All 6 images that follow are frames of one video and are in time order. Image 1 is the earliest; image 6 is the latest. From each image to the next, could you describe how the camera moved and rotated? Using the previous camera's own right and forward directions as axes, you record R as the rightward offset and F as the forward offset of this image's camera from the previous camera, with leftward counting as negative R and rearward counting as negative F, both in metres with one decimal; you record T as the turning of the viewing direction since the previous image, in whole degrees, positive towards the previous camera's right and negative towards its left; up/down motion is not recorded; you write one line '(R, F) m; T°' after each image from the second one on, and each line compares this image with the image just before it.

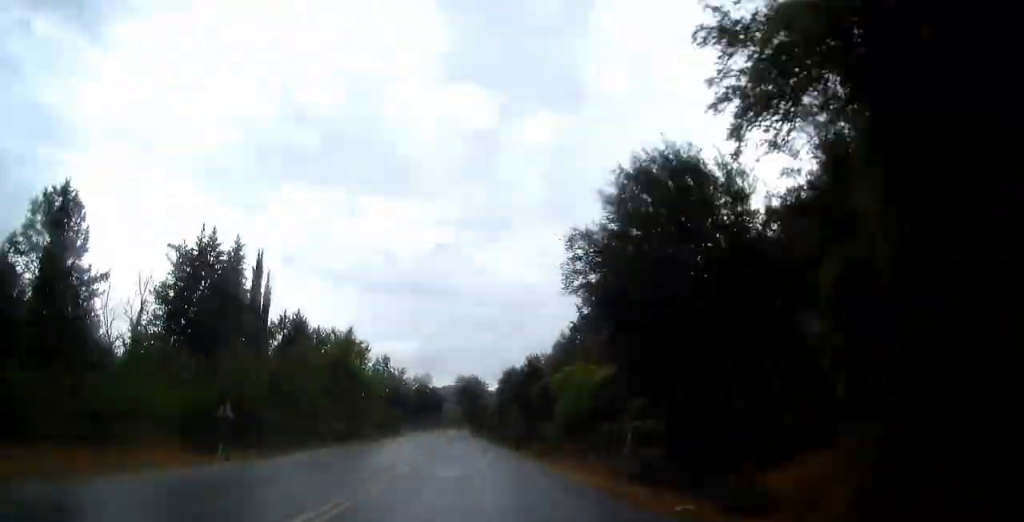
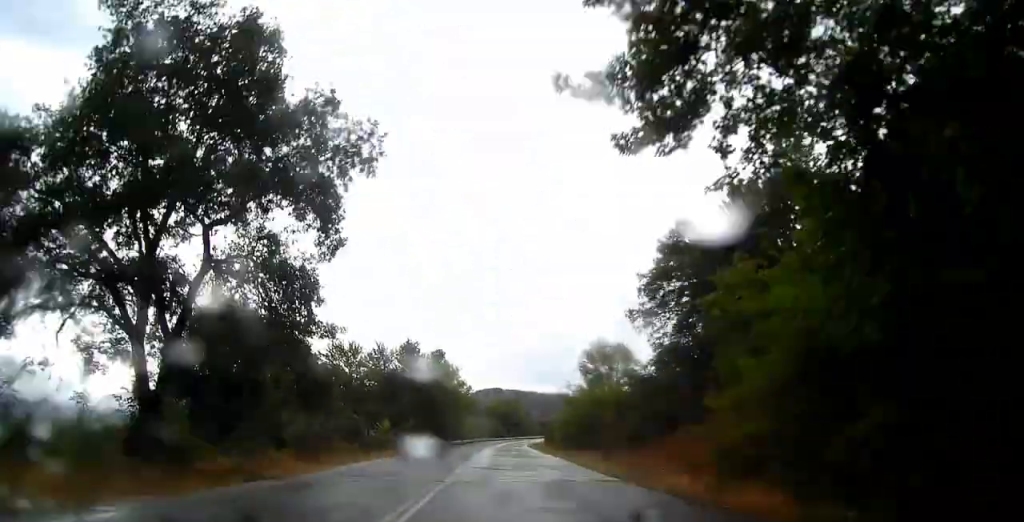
(-17.9, +160.5) m; -4°
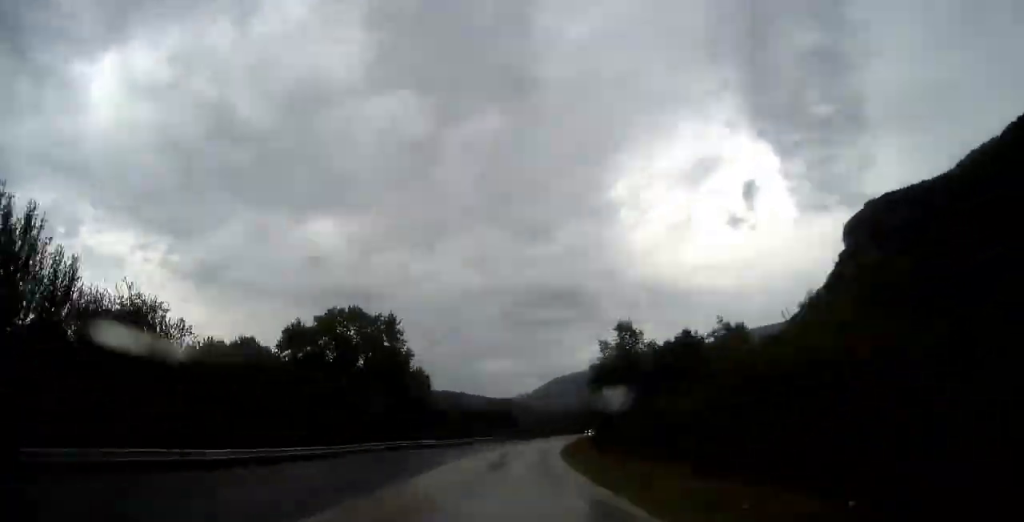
(+11.6, +131.3) m; +12°
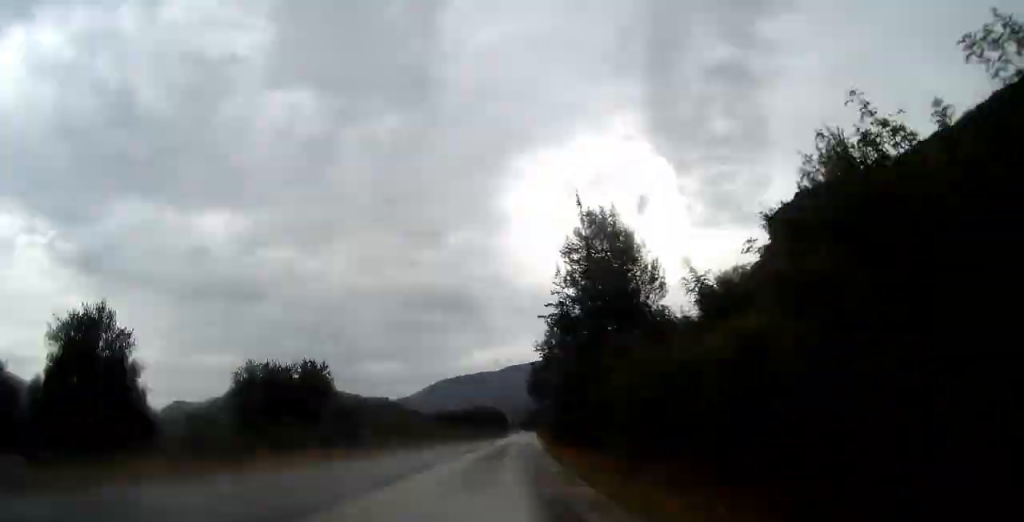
(+6.2, +77.0) m; +7°
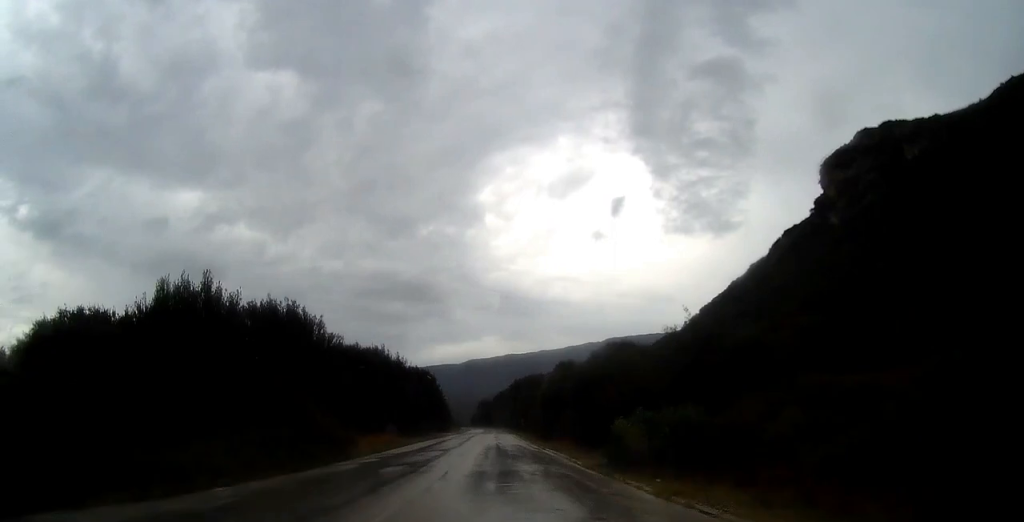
(+7.5, +149.6) m; +3°
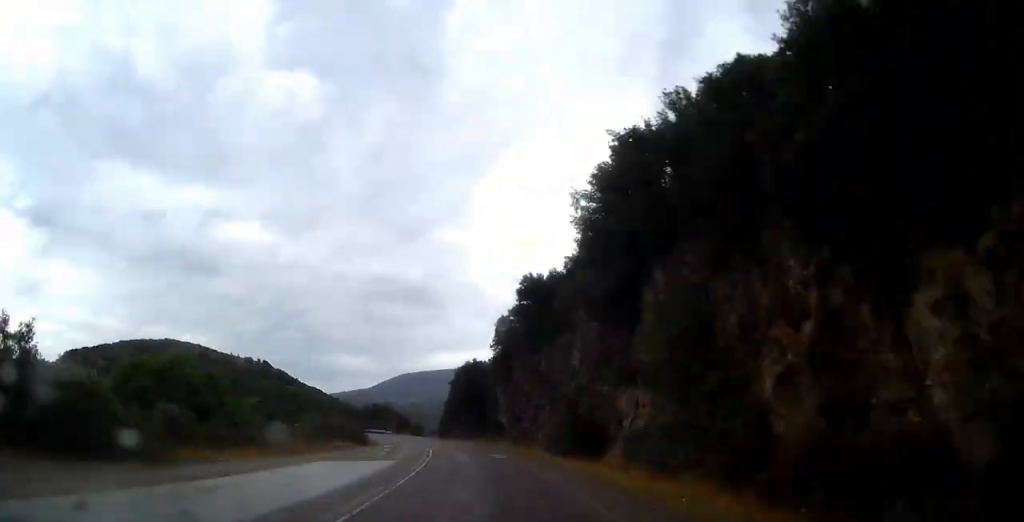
(-2.9, +175.1) m; -13°
